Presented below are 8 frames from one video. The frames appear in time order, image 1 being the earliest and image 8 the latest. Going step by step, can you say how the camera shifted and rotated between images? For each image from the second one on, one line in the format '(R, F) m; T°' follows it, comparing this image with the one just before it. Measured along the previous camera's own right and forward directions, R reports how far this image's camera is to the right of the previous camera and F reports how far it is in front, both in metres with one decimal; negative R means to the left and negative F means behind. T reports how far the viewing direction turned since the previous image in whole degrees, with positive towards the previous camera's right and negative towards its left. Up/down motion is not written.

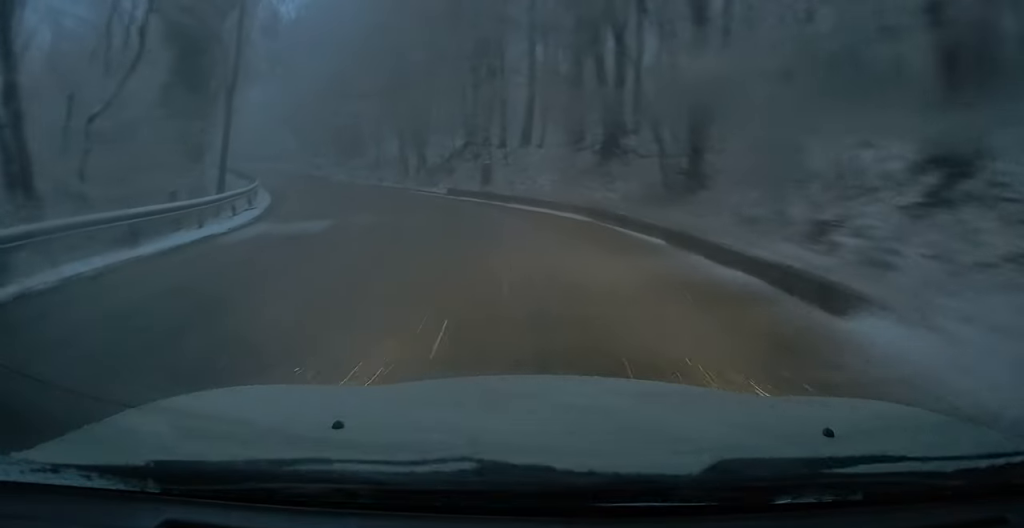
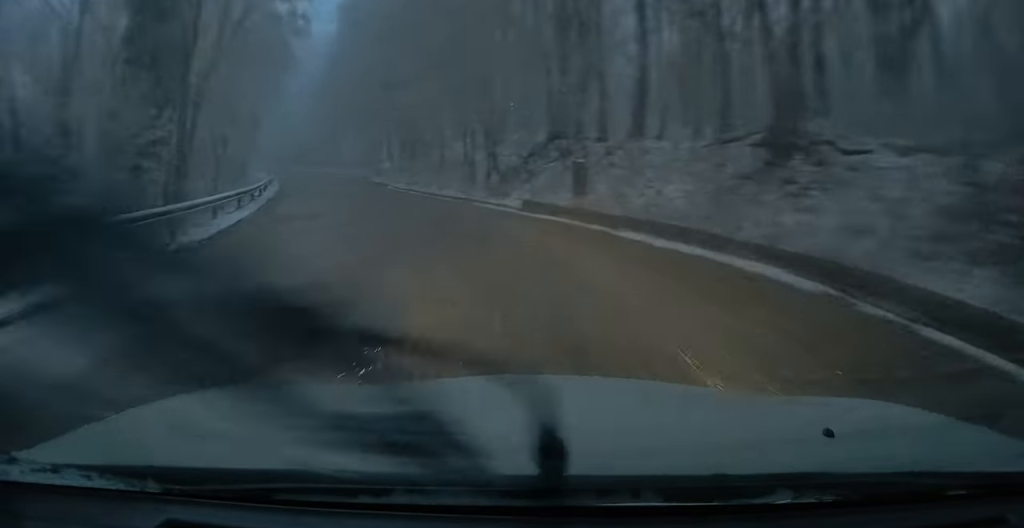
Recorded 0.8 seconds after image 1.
(-0.4, +9.5) m; -7°
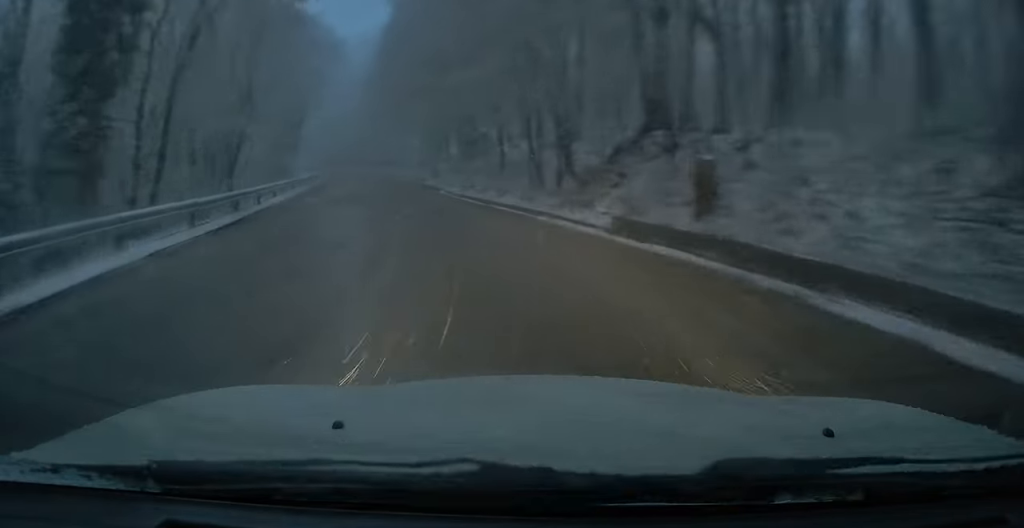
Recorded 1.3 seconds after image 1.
(0.0, +6.4) m; -7°
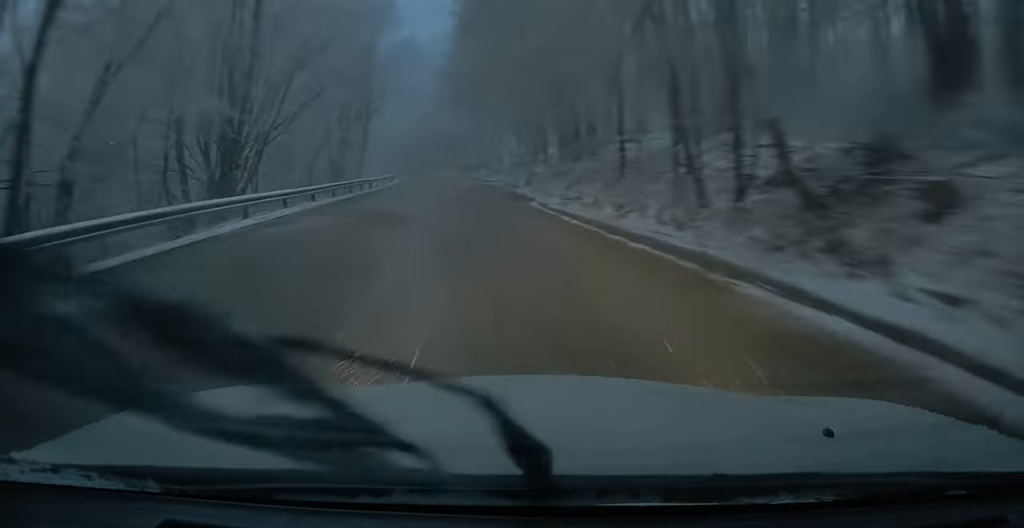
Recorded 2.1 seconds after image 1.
(-1.2, +9.6) m; -8°
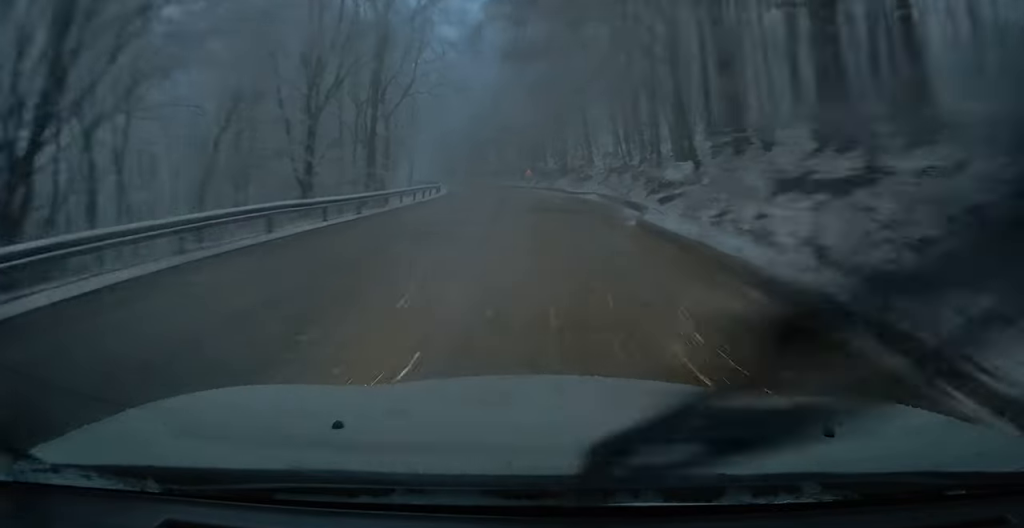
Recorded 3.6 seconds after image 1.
(-1.6, +18.0) m; -7°
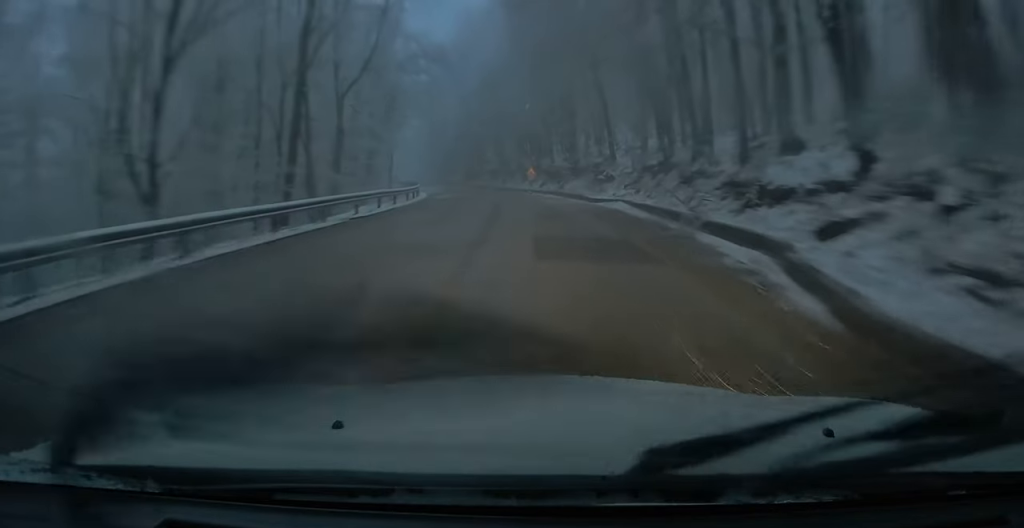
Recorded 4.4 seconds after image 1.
(-0.1, +8.9) m; 0°
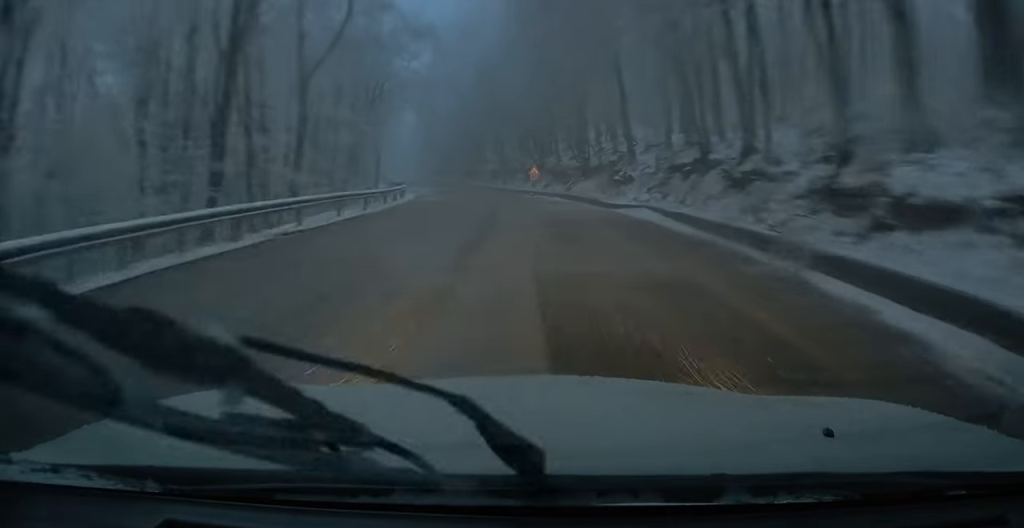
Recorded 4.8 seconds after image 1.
(+0.1, +4.6) m; -1°
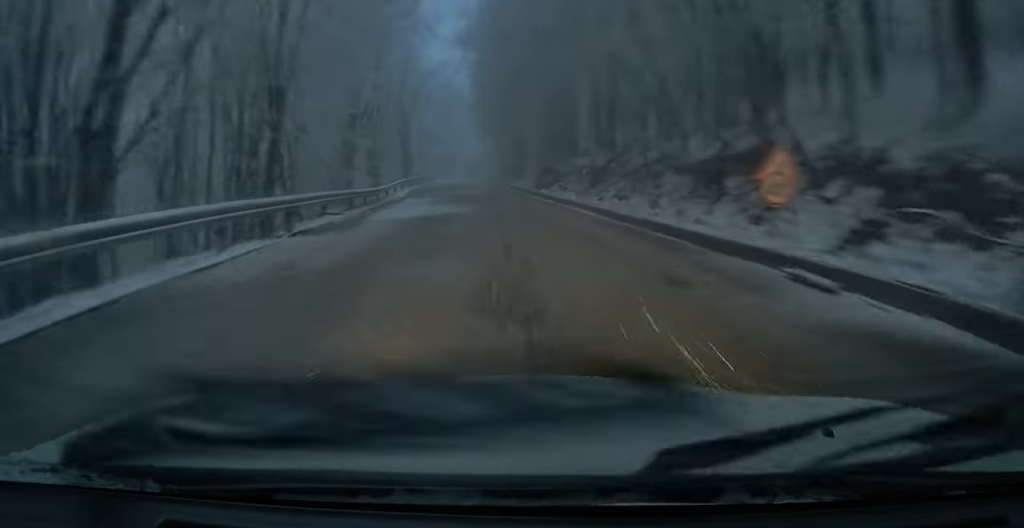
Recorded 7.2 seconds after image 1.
(-2.7, +31.7) m; -9°
